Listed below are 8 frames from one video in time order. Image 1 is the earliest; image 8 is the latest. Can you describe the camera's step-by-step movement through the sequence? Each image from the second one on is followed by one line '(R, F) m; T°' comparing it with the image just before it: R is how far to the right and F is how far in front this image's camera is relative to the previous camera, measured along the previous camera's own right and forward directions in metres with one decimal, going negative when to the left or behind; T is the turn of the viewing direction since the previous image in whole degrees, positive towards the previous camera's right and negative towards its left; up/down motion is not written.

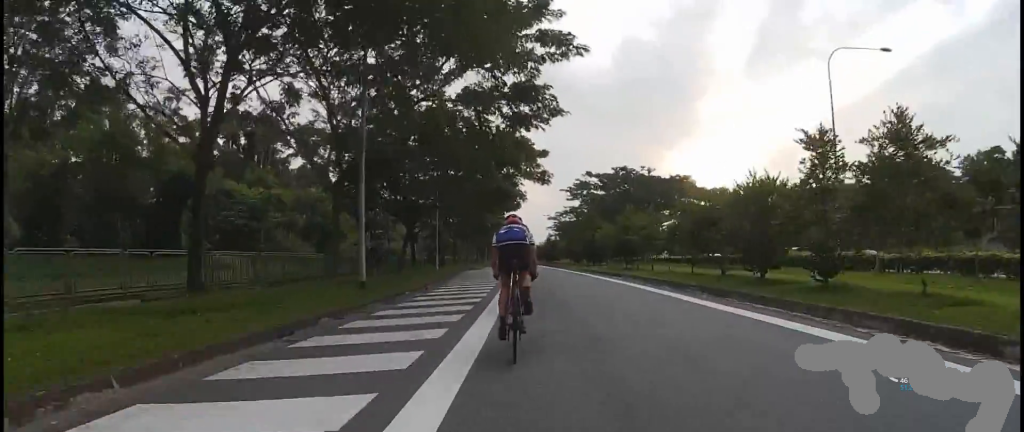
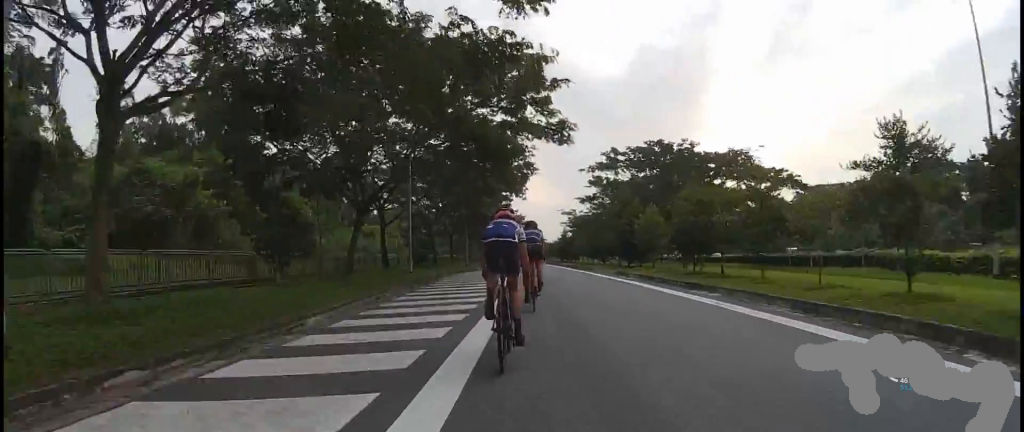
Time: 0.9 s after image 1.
(-0.6, +11.0) m; 0°
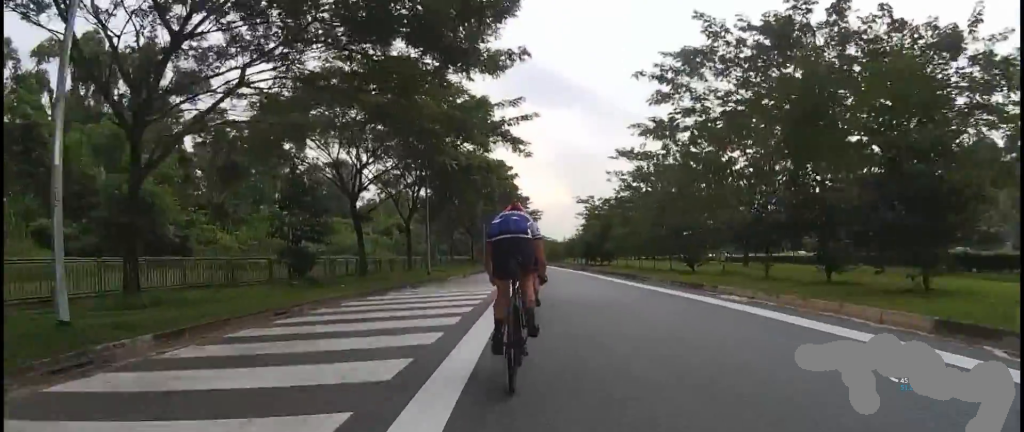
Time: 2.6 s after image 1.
(-0.2, +21.6) m; 0°
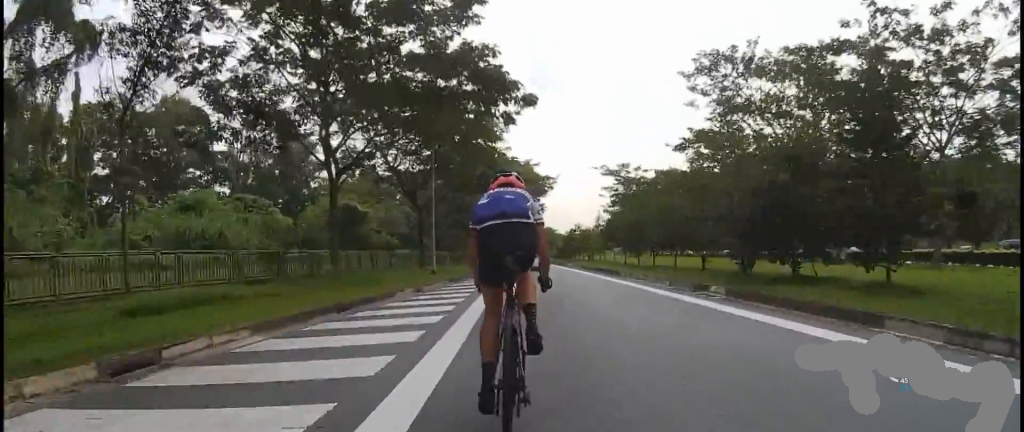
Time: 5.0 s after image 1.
(+0.2, +28.9) m; -1°
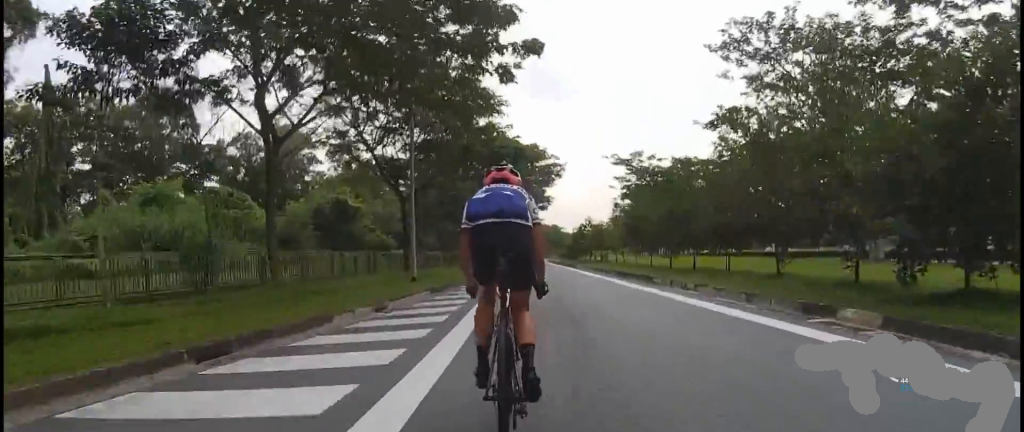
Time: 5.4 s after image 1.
(+0.5, +4.6) m; 0°
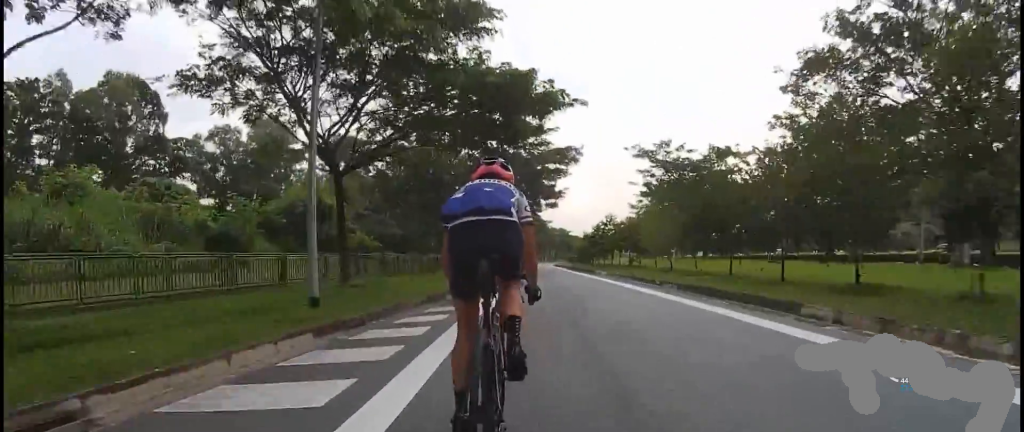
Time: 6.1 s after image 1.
(-0.2, +8.6) m; -2°
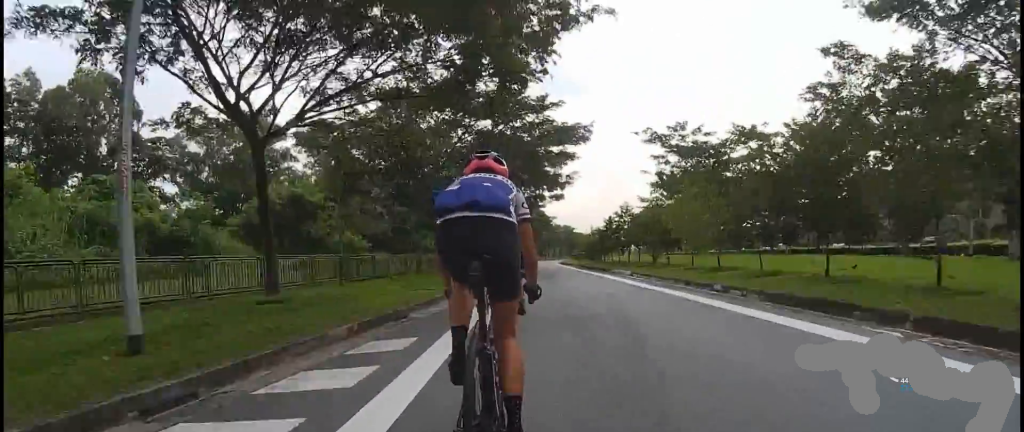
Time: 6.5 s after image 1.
(-0.3, +4.8) m; -2°
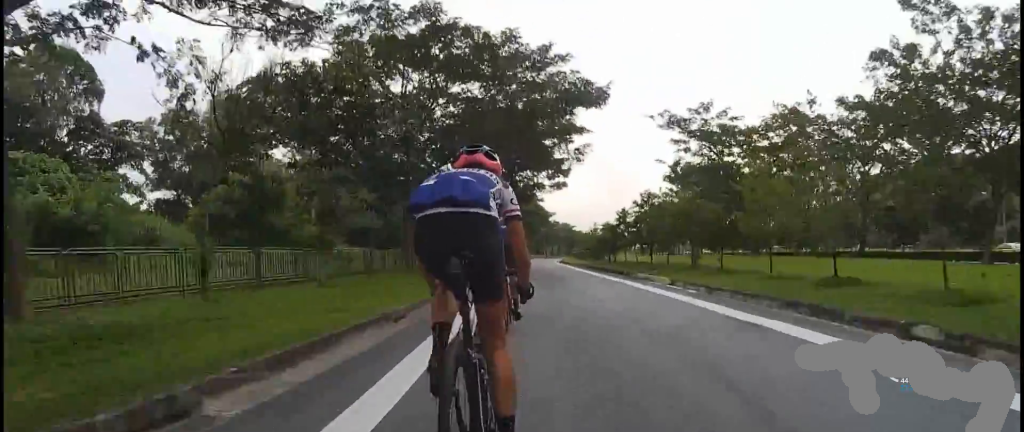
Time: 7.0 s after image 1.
(-0.1, +6.5) m; +2°
